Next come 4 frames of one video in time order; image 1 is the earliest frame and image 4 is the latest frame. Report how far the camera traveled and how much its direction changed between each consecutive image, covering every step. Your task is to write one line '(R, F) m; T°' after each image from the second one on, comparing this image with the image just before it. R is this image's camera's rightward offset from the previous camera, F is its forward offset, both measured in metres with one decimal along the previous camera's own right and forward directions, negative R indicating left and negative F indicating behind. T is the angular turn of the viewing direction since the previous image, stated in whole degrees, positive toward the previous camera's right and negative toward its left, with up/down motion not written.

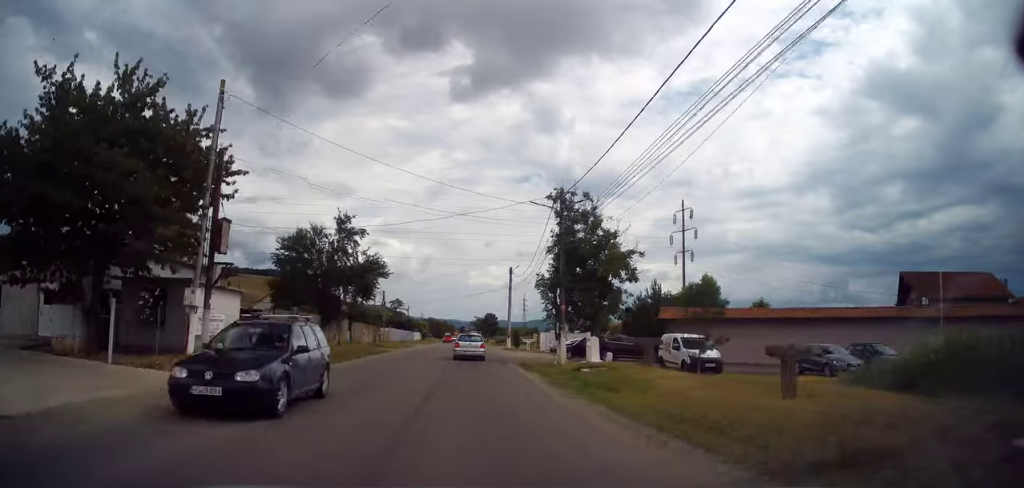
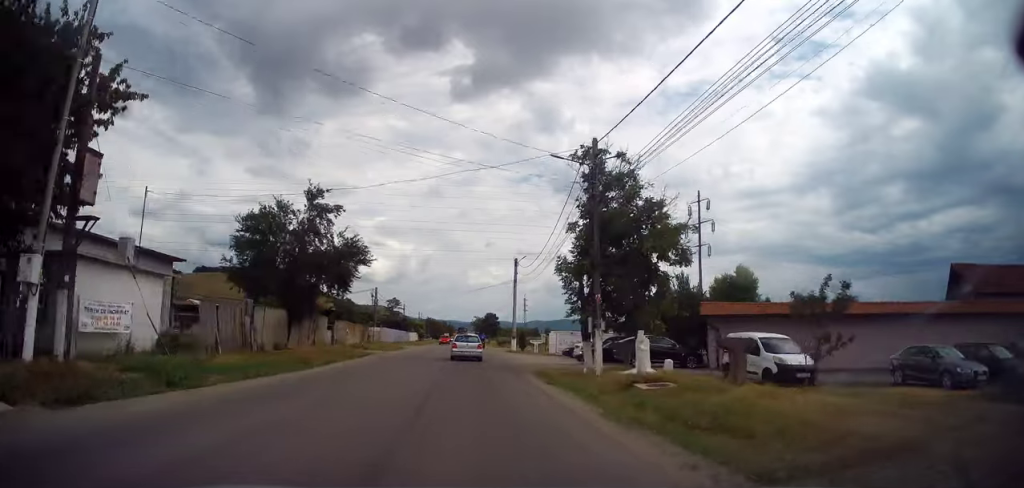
(+0.2, +6.7) m; 0°
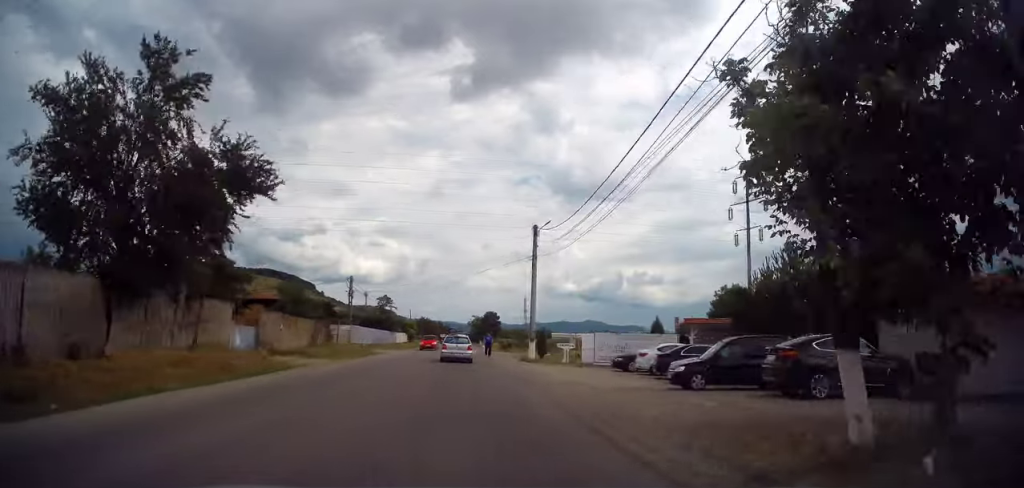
(+0.1, +15.5) m; -1°
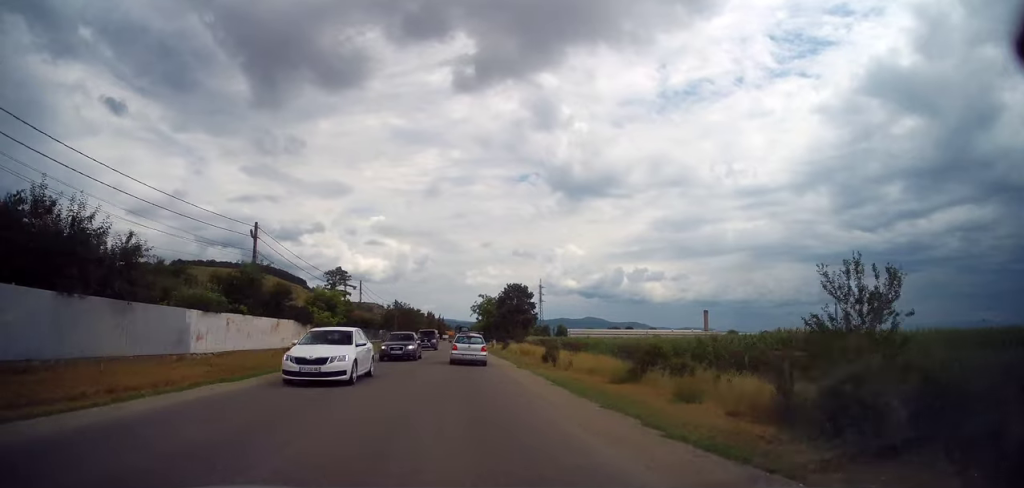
(+0.7, +64.4) m; 0°
